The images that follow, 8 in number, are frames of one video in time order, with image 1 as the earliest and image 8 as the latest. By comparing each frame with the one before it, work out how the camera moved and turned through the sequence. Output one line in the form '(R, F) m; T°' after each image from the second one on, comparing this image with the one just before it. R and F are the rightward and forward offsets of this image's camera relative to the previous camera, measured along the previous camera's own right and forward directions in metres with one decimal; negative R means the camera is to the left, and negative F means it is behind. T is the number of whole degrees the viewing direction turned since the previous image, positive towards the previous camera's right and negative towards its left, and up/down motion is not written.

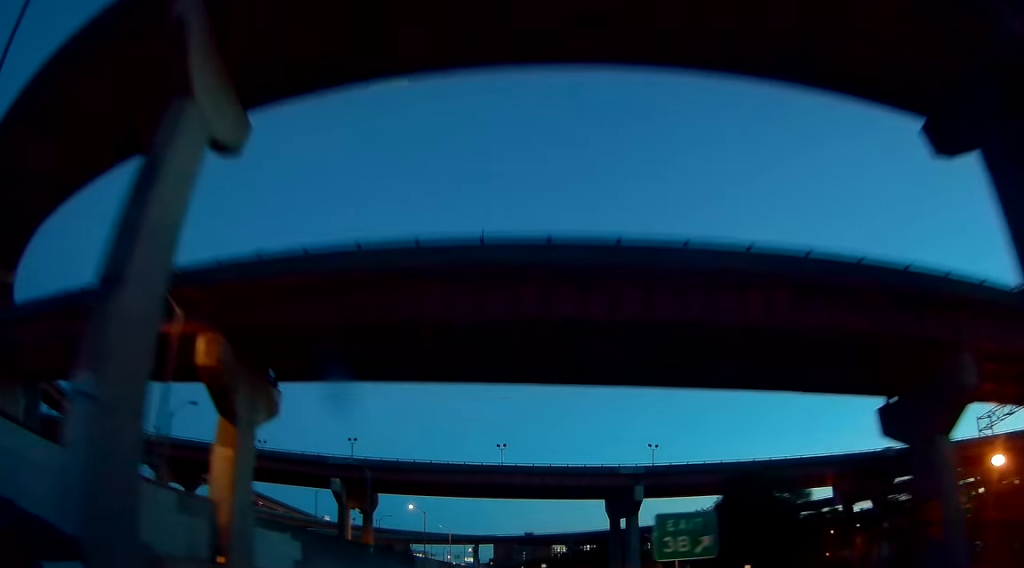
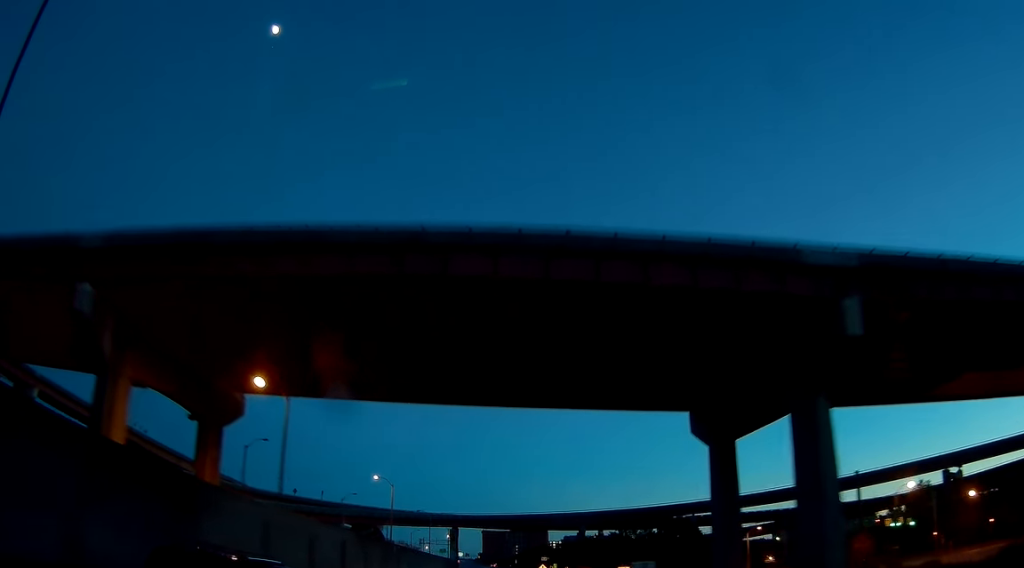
(+1.0, +57.2) m; +1°
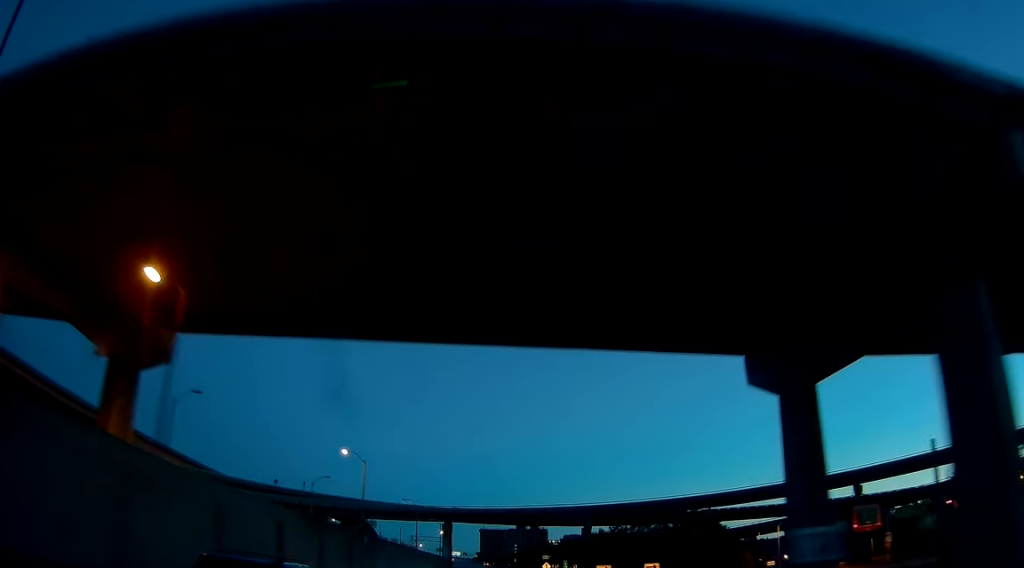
(0.0, +14.0) m; 0°
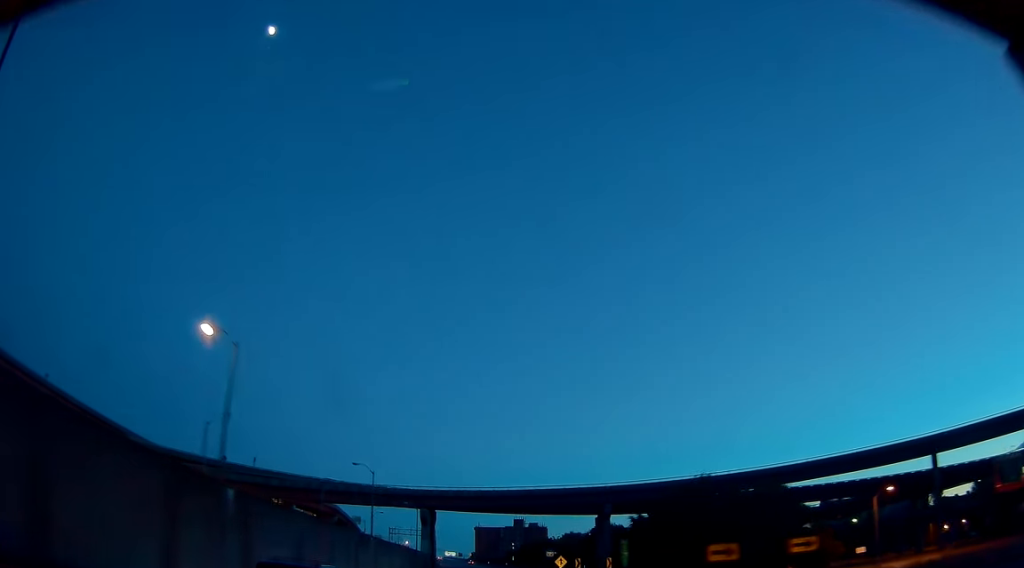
(0.0, +30.4) m; 0°
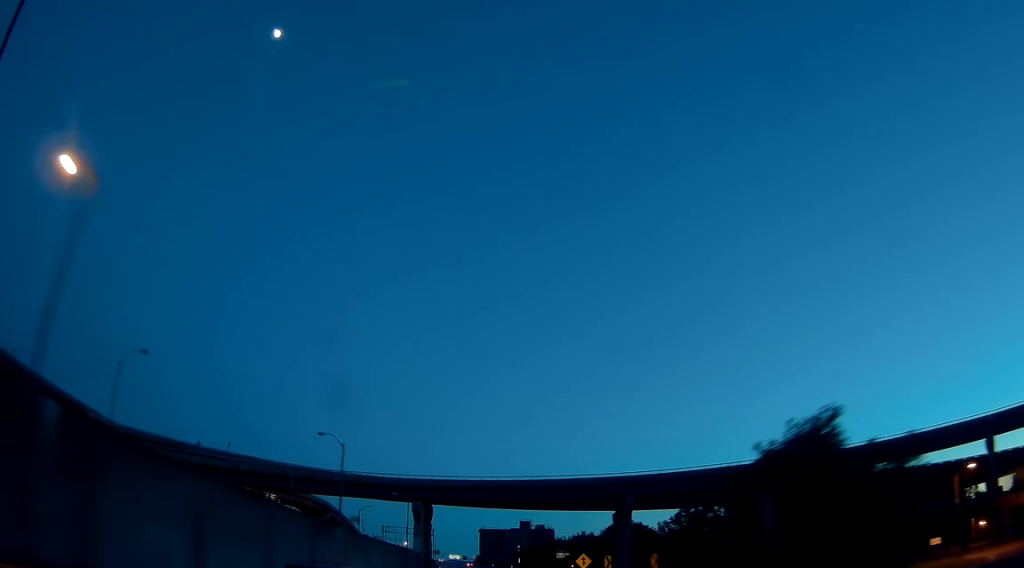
(0.0, +14.8) m; 0°
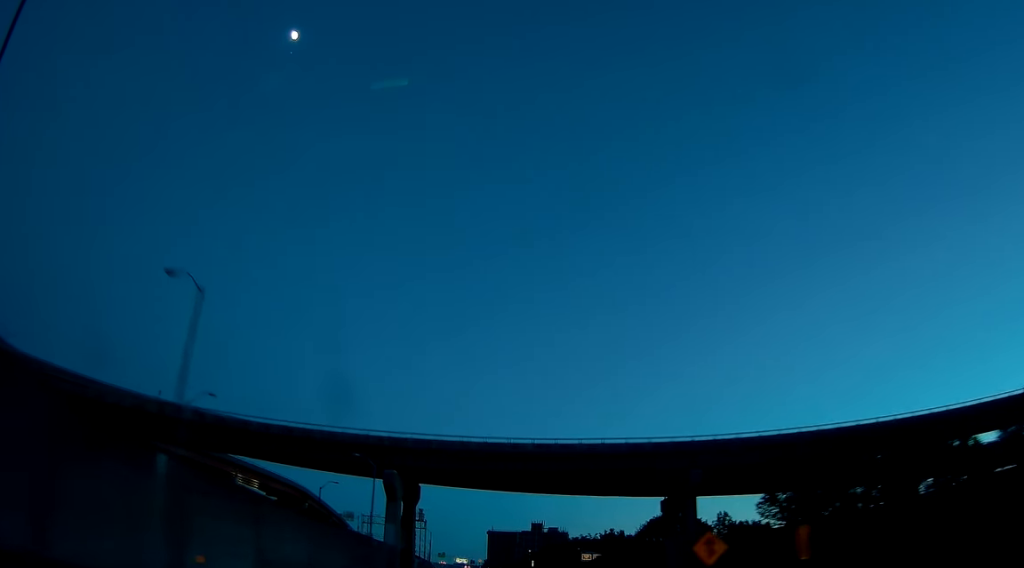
(-0.3, +28.8) m; -1°
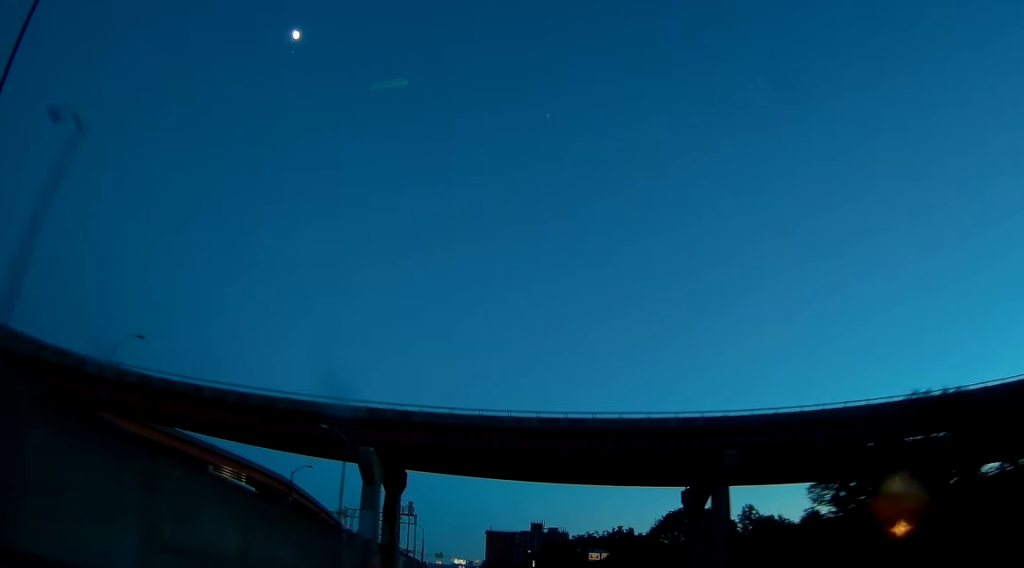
(-0.2, +10.7) m; 0°
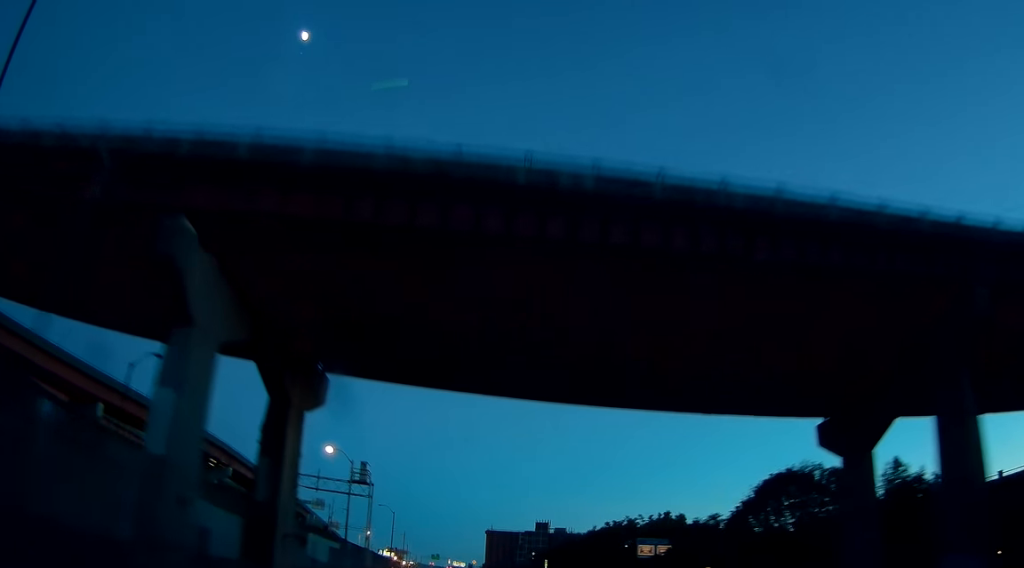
(+0.1, +33.9) m; 0°
